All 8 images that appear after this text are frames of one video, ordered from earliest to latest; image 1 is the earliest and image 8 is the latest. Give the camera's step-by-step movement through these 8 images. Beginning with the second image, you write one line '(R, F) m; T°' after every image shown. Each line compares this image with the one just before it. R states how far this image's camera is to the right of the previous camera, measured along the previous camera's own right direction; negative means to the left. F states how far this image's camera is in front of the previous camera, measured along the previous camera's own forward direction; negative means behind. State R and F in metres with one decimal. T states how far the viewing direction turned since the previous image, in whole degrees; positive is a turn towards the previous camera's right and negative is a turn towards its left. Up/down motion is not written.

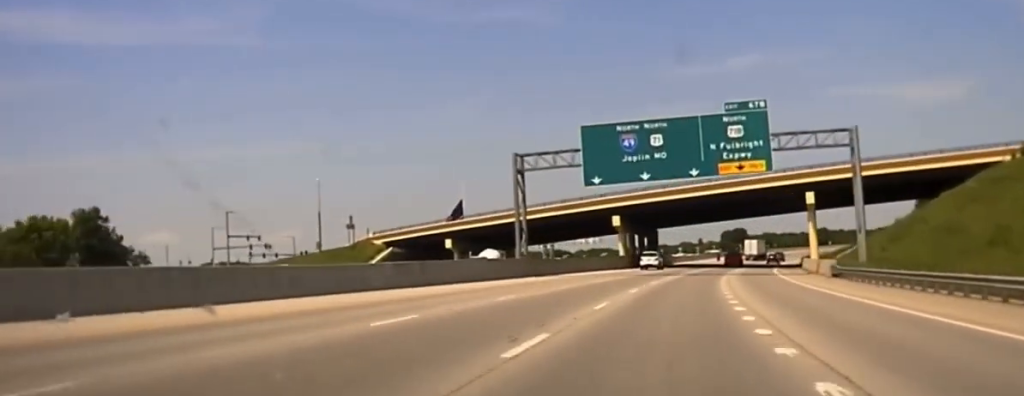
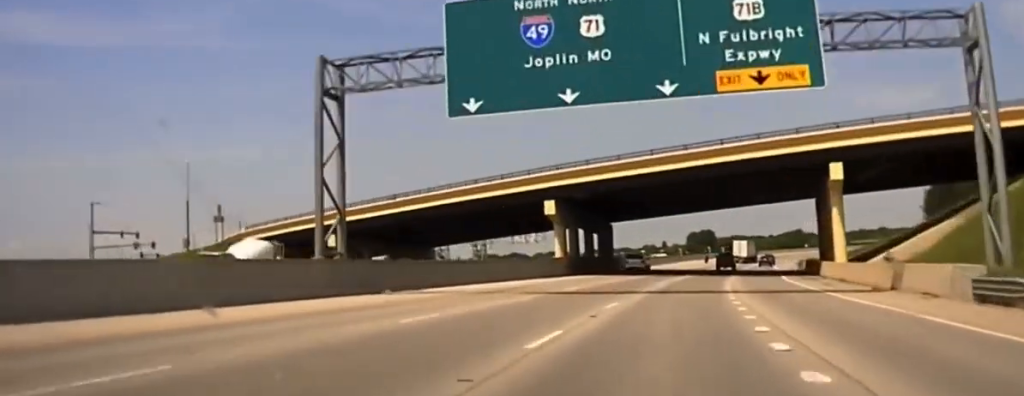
(+0.5, +38.9) m; +2°
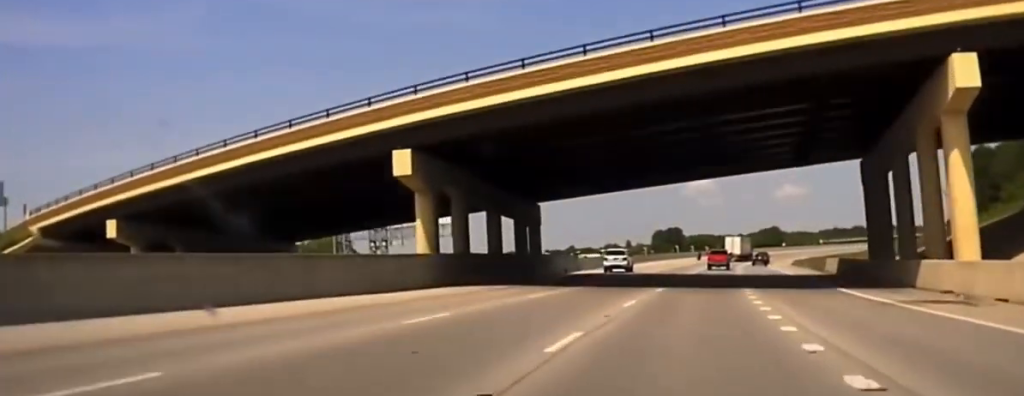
(+0.3, +38.9) m; +2°
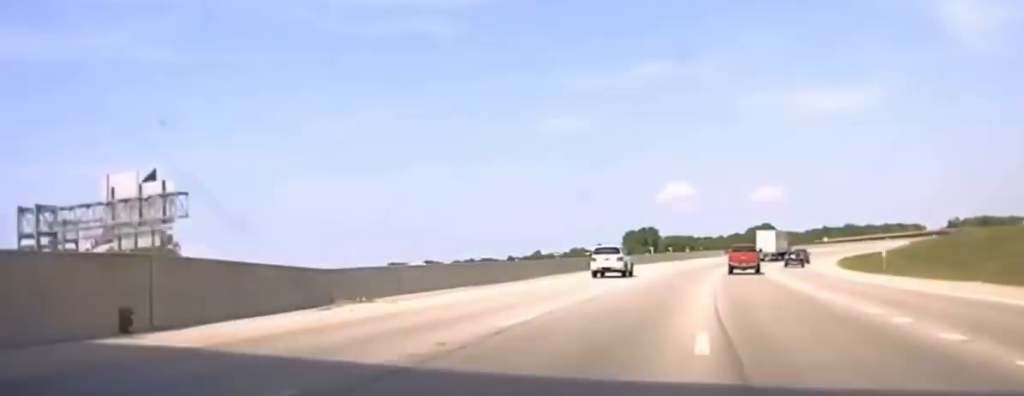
(+2.1, +59.1) m; +3°
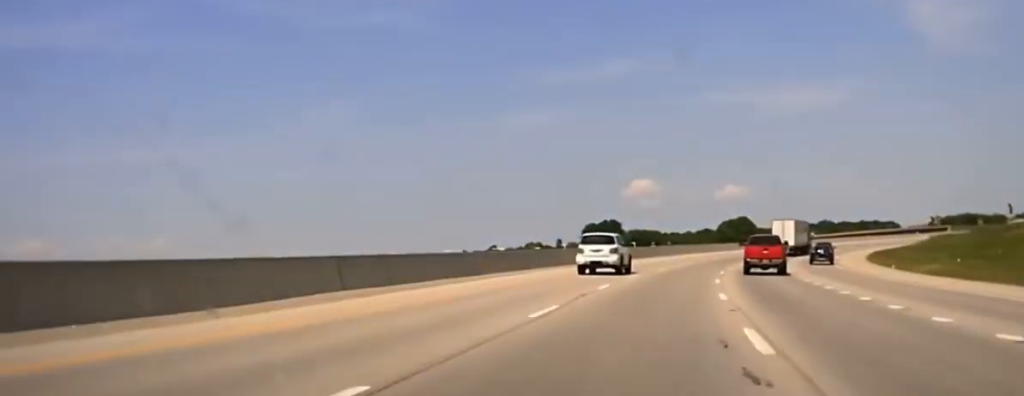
(+0.2, +35.3) m; +2°
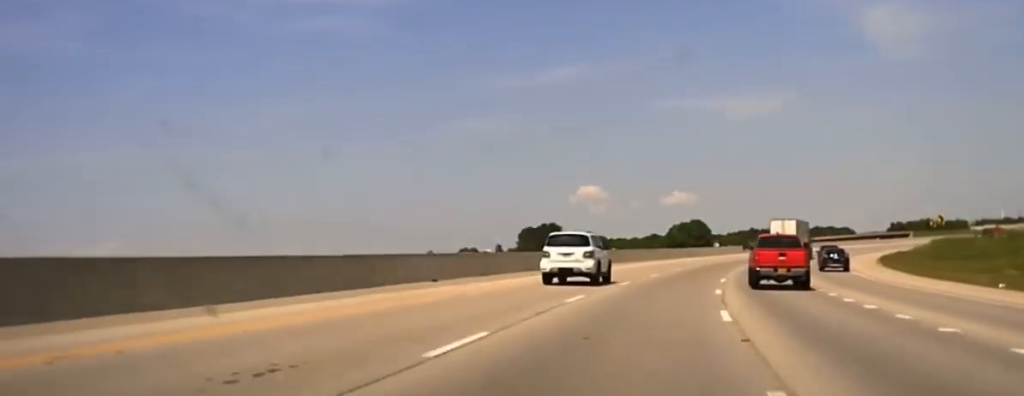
(+0.6, +26.6) m; +3°
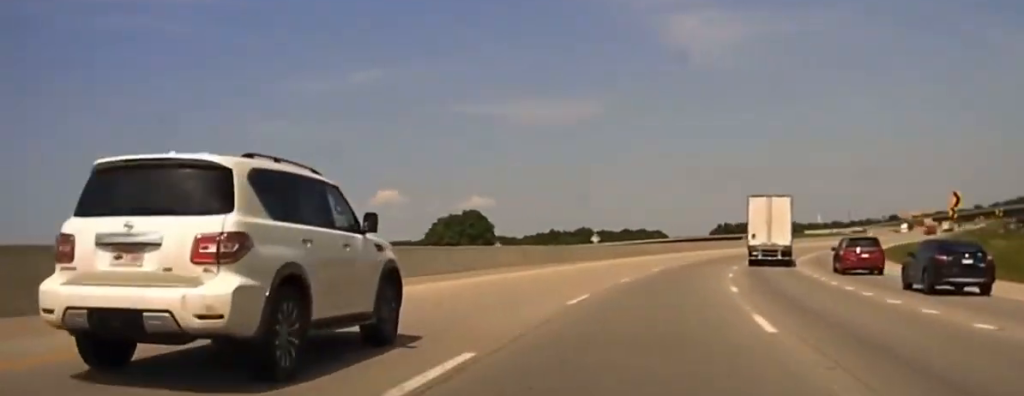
(+6.9, +78.2) m; +11°
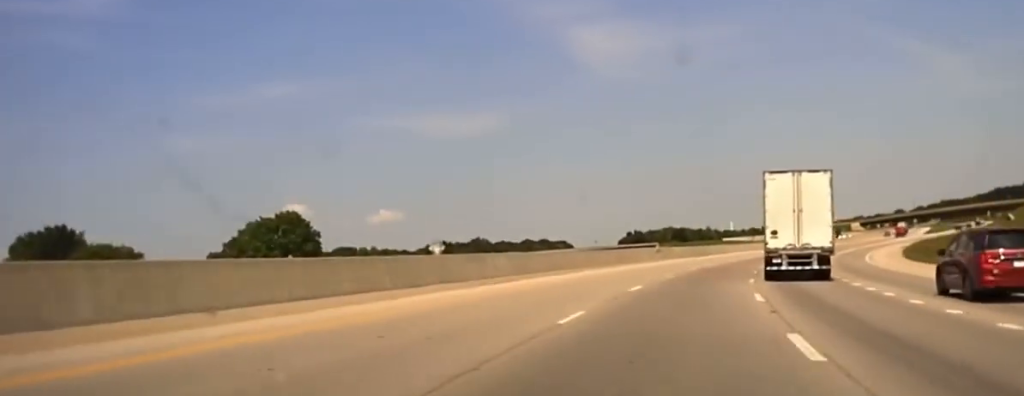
(+3.6, +53.9) m; +7°
